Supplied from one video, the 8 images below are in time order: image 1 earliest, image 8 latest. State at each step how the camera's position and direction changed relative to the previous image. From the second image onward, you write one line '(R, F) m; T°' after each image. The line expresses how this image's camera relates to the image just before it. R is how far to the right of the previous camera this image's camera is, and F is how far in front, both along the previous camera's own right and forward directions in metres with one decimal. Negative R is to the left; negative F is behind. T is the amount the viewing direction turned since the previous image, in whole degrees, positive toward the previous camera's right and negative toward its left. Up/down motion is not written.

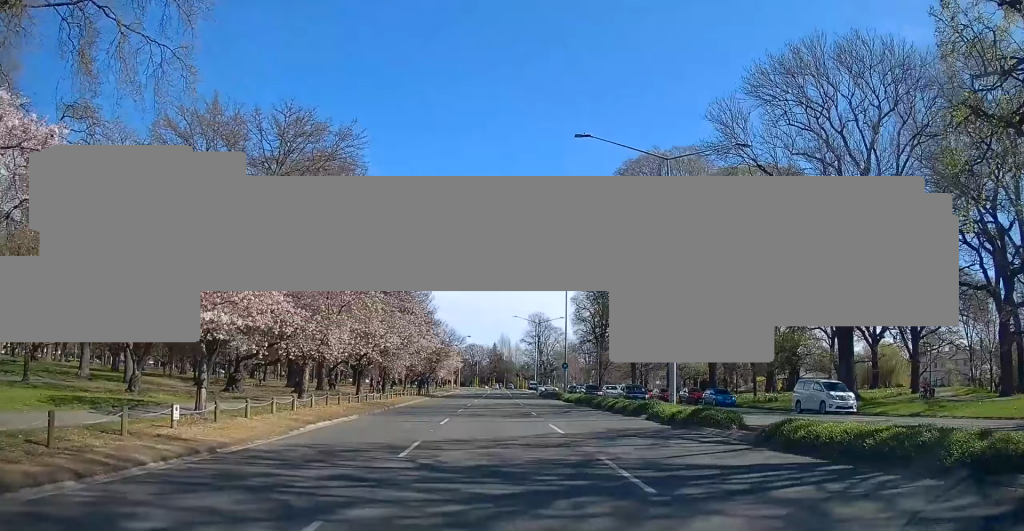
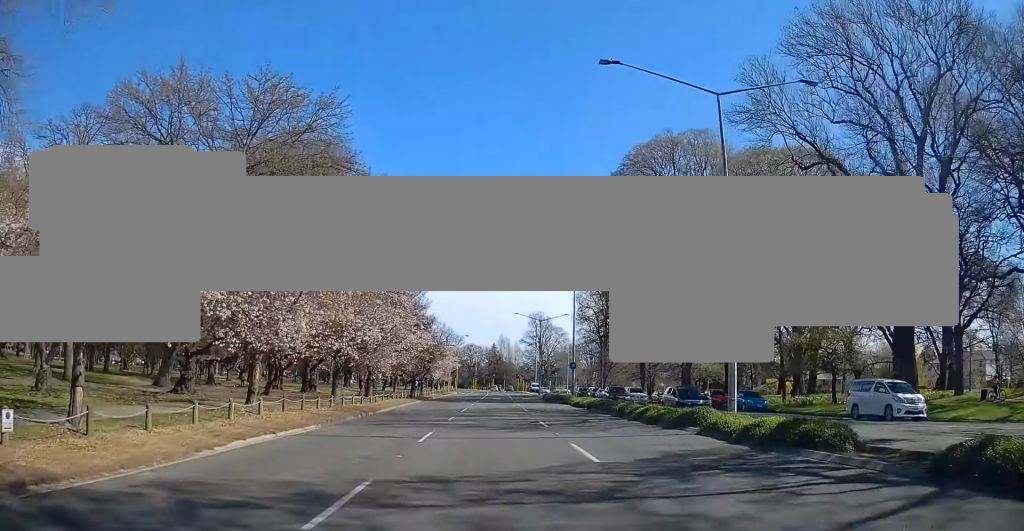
(-0.1, +6.4) m; 0°
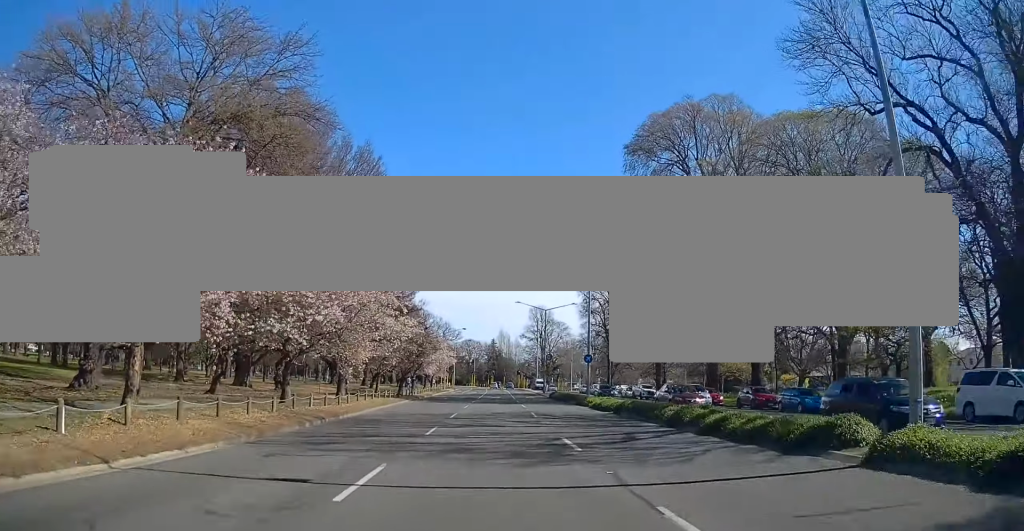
(0.0, +8.6) m; 0°
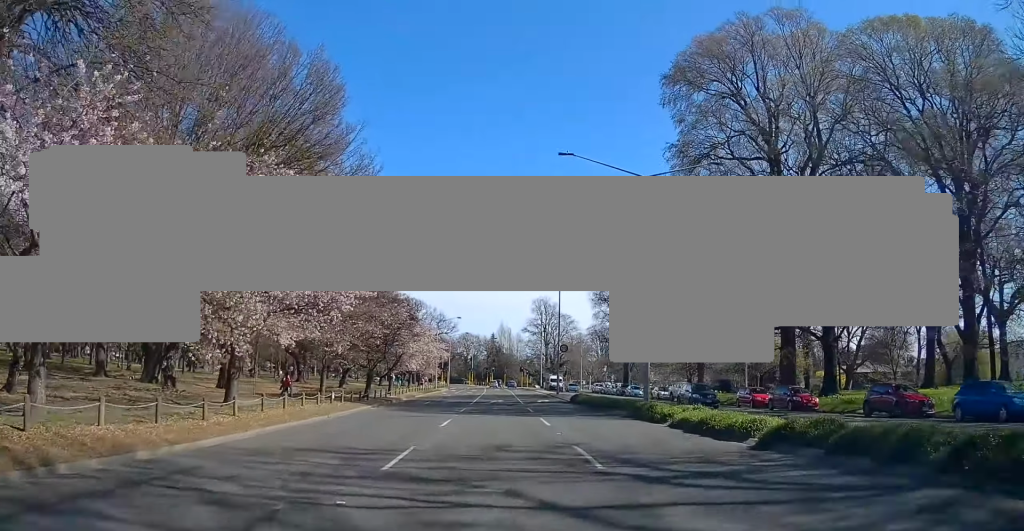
(0.0, +16.3) m; +1°
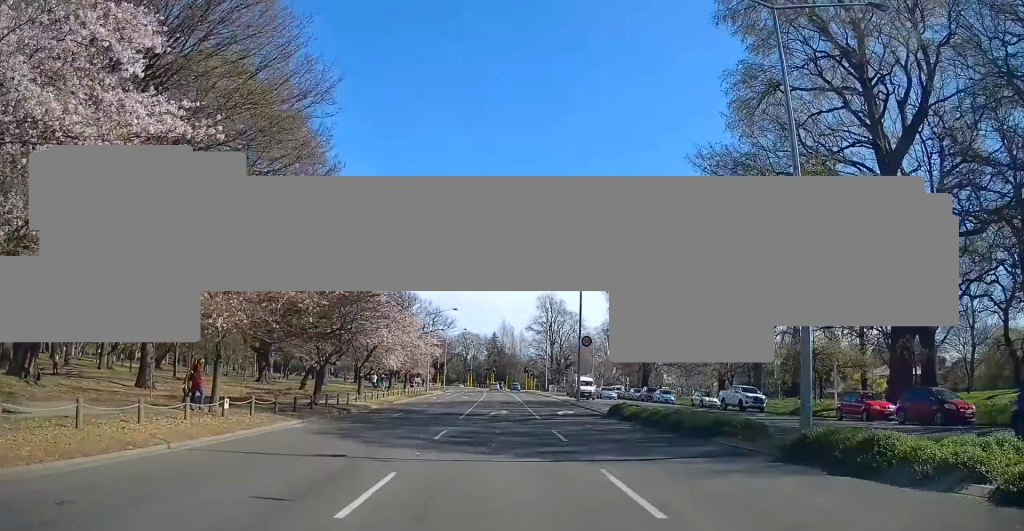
(+0.2, +13.8) m; +1°
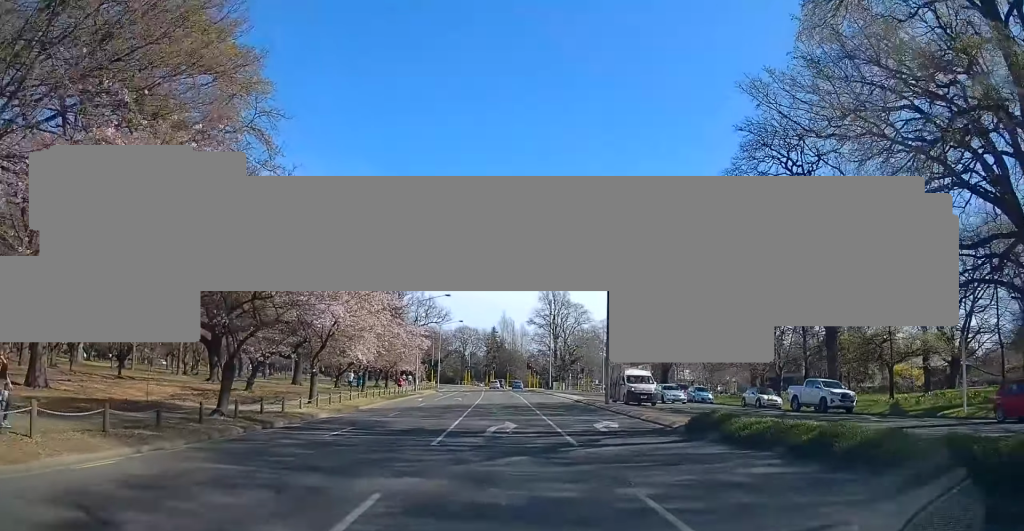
(-0.1, +11.7) m; -1°
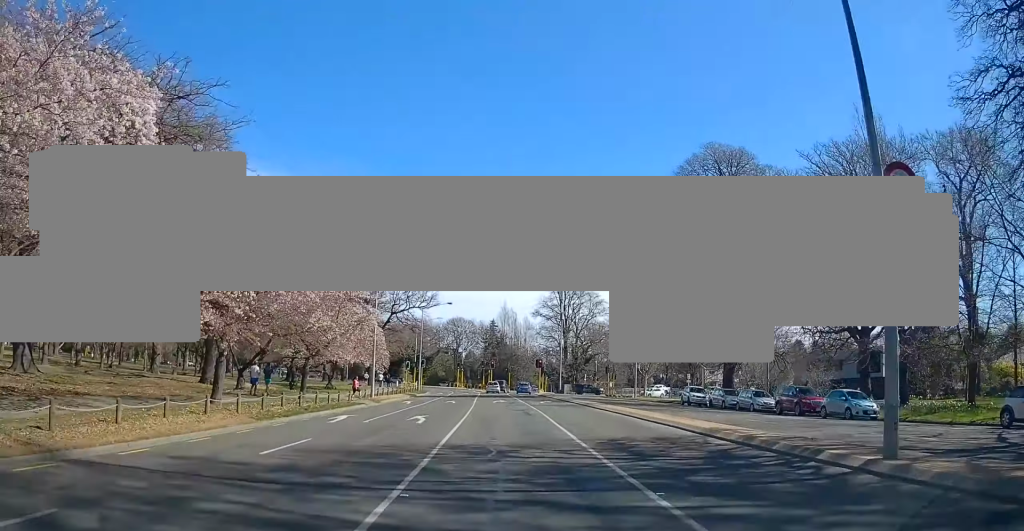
(0.0, +25.1) m; +1°
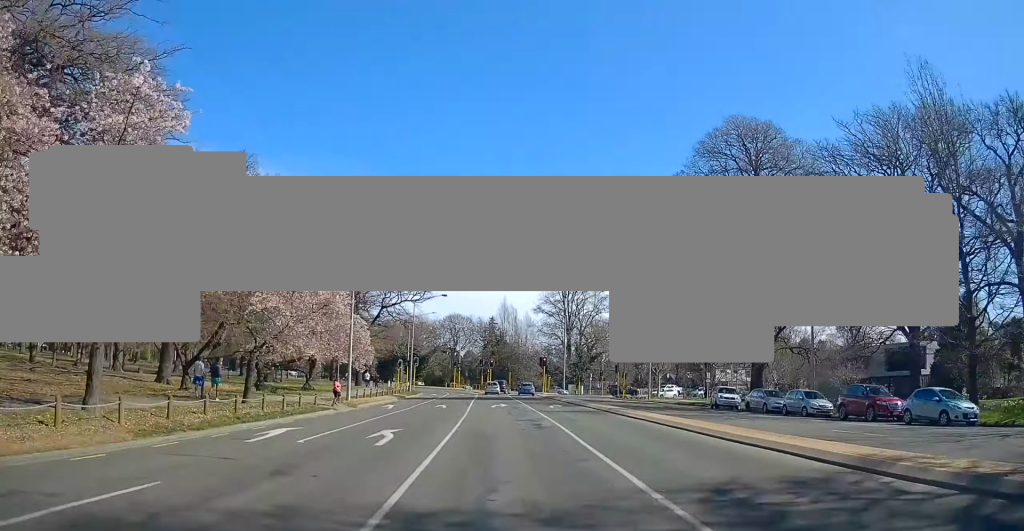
(+0.1, +7.6) m; 0°
